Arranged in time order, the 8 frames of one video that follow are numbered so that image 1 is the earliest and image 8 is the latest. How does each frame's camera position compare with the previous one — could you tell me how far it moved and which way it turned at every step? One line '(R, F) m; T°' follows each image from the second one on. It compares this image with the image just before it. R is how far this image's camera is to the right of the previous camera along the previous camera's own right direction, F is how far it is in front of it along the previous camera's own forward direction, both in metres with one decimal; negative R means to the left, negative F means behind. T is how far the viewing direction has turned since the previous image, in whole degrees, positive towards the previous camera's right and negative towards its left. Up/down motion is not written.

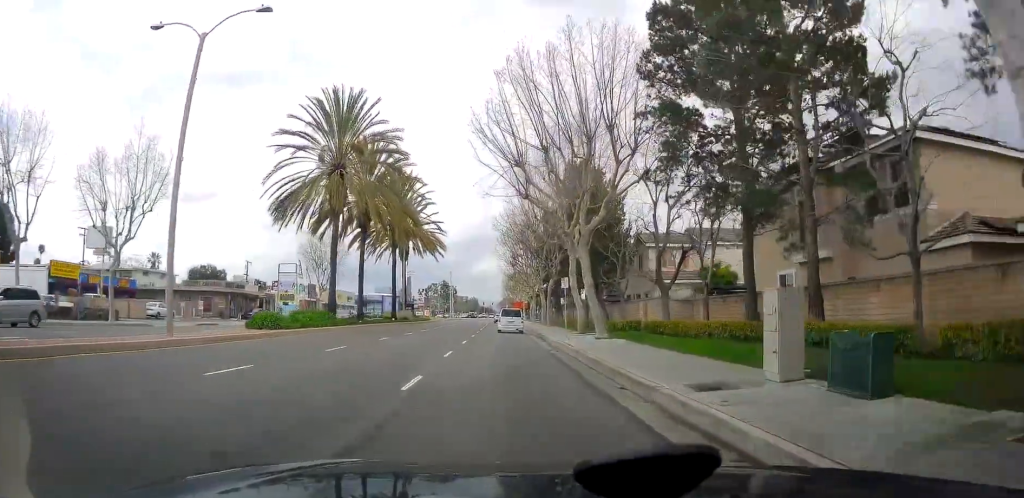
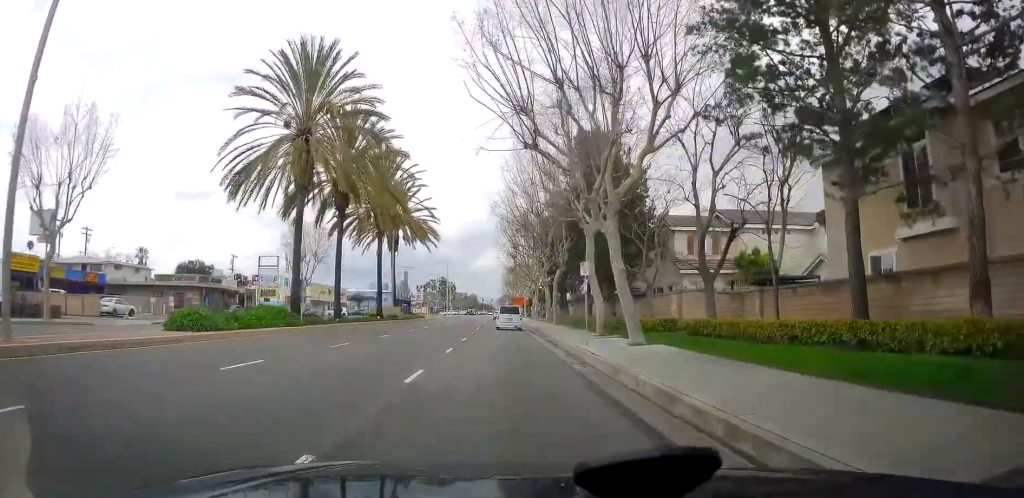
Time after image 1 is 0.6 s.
(0.0, +6.6) m; 0°
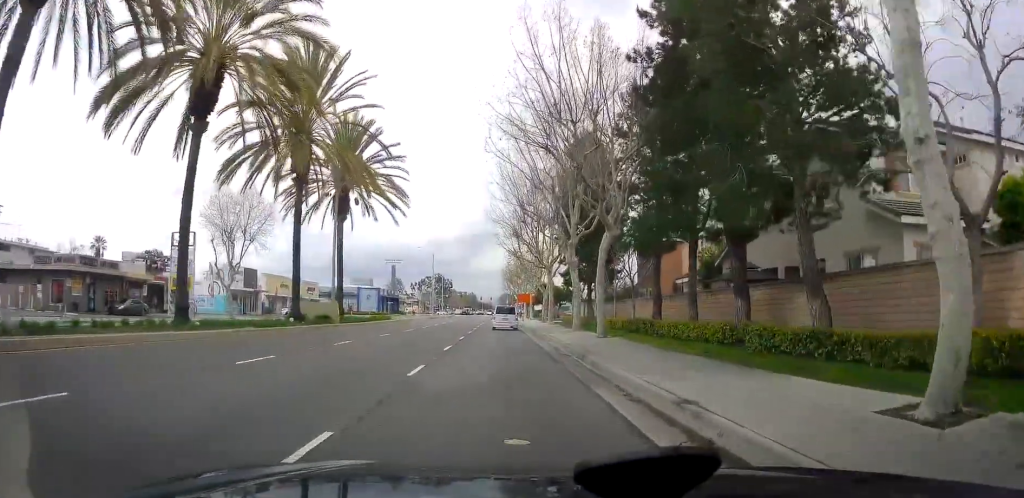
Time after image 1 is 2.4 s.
(-0.1, +21.3) m; -3°
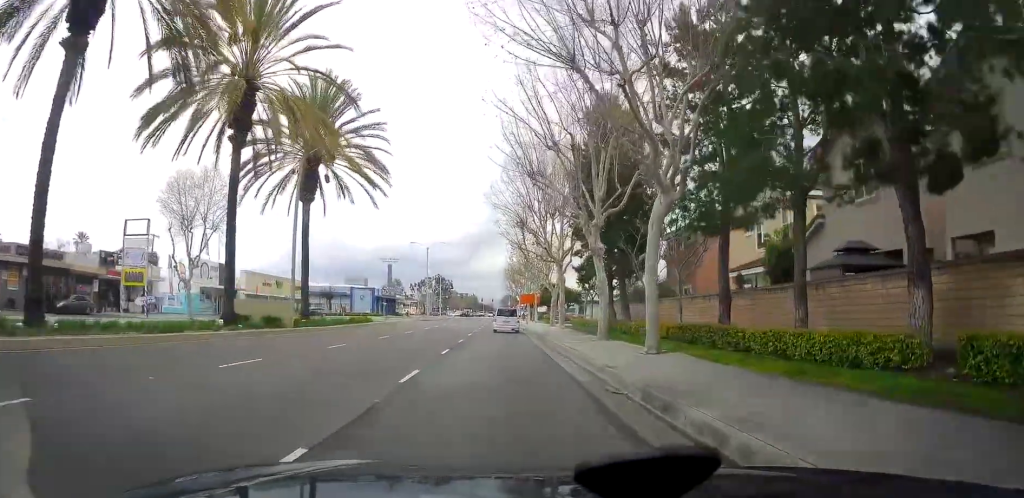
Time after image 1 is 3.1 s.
(-0.3, +8.2) m; 0°
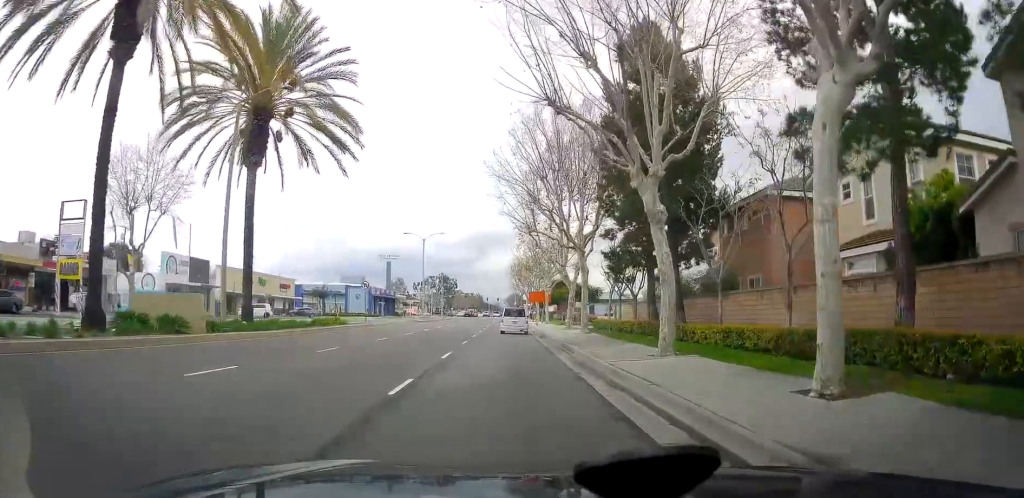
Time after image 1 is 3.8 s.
(0.0, +9.0) m; +1°
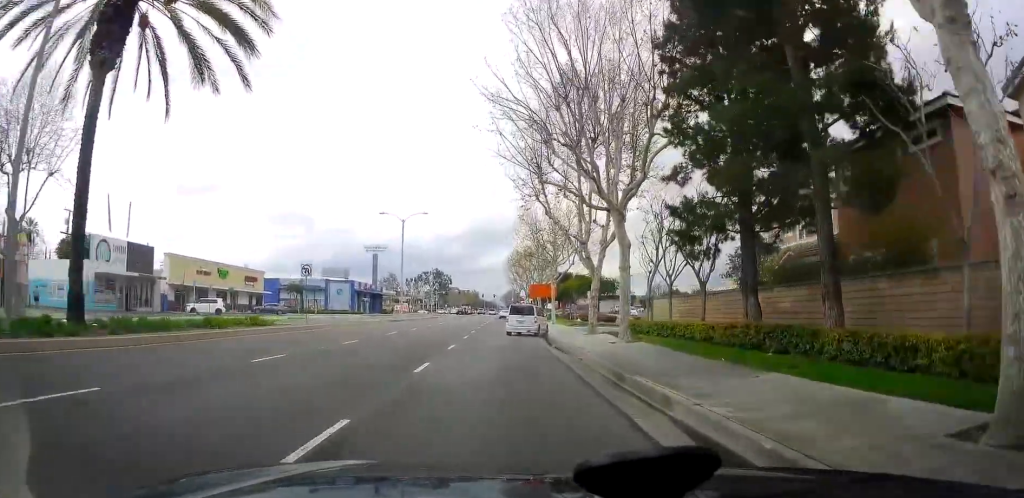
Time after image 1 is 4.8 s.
(+0.3, +11.9) m; -1°
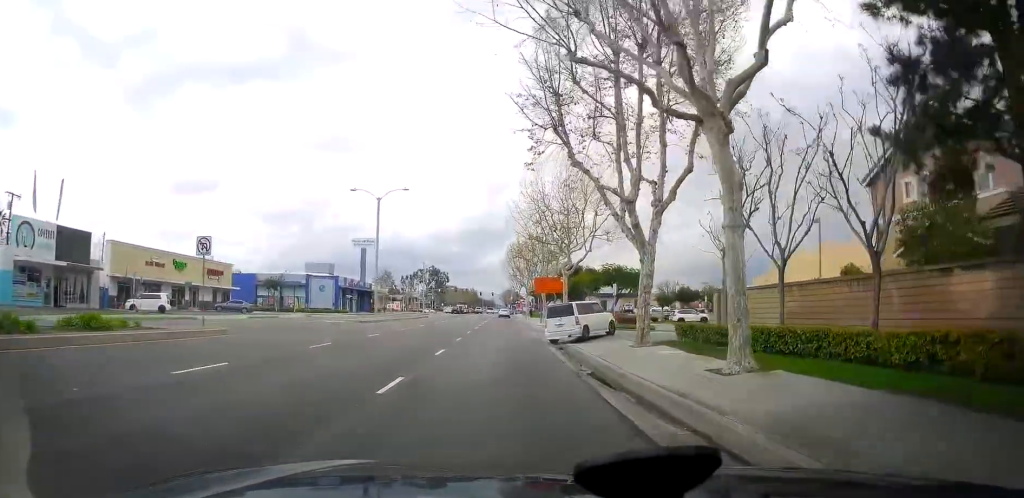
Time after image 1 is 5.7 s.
(-0.3, +10.8) m; -3°
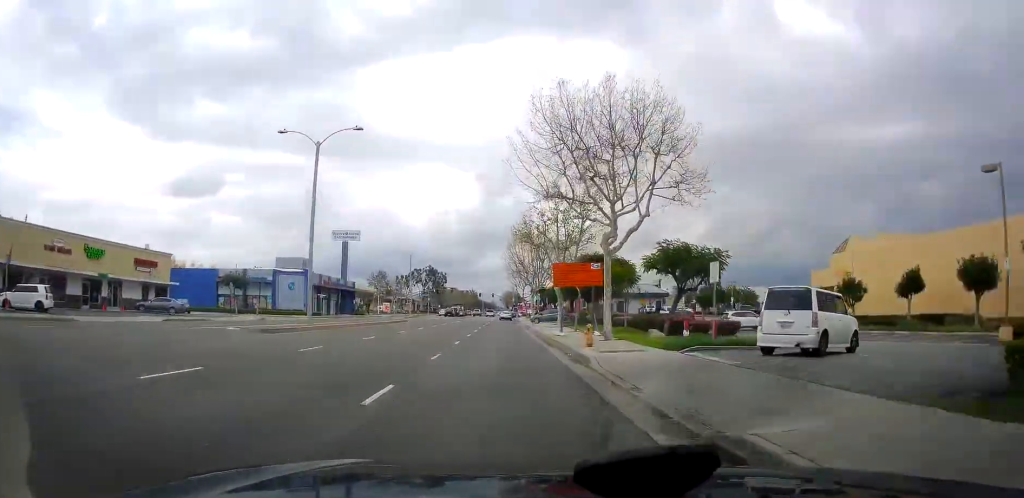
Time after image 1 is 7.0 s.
(-0.1, +16.0) m; +2°
